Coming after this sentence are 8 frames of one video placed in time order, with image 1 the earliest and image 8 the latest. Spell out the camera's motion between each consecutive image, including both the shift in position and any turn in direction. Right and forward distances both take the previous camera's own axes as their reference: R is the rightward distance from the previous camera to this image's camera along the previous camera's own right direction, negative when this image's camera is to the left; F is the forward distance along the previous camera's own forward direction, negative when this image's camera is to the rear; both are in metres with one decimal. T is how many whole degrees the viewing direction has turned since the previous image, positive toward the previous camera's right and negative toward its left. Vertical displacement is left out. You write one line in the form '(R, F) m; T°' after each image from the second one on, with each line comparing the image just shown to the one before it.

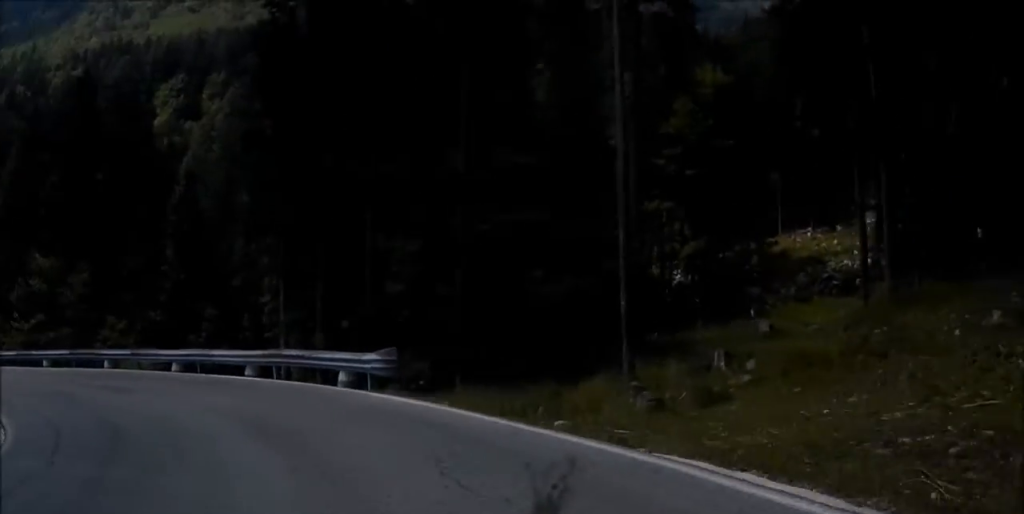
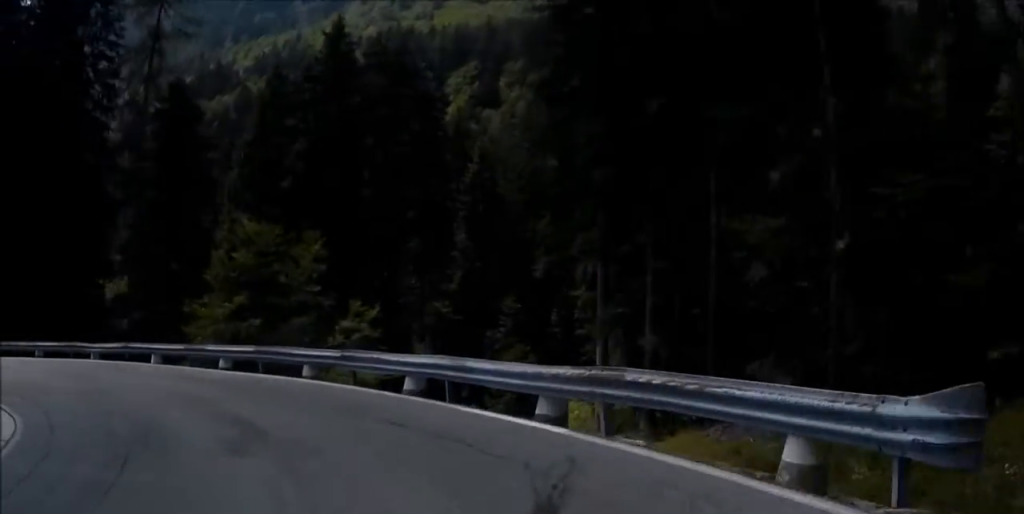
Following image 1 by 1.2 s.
(-2.6, +9.1) m; -25°
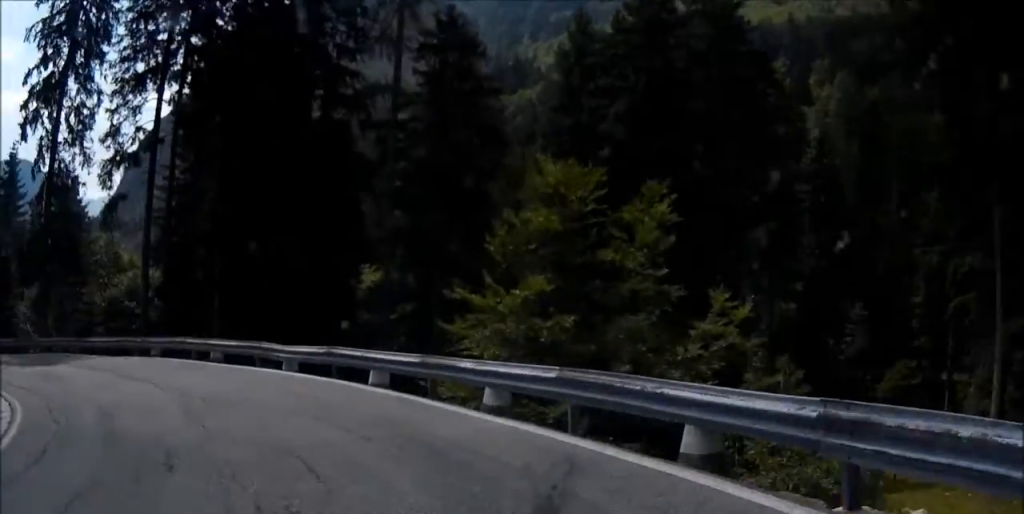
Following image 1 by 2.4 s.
(-2.1, +8.6) m; -25°
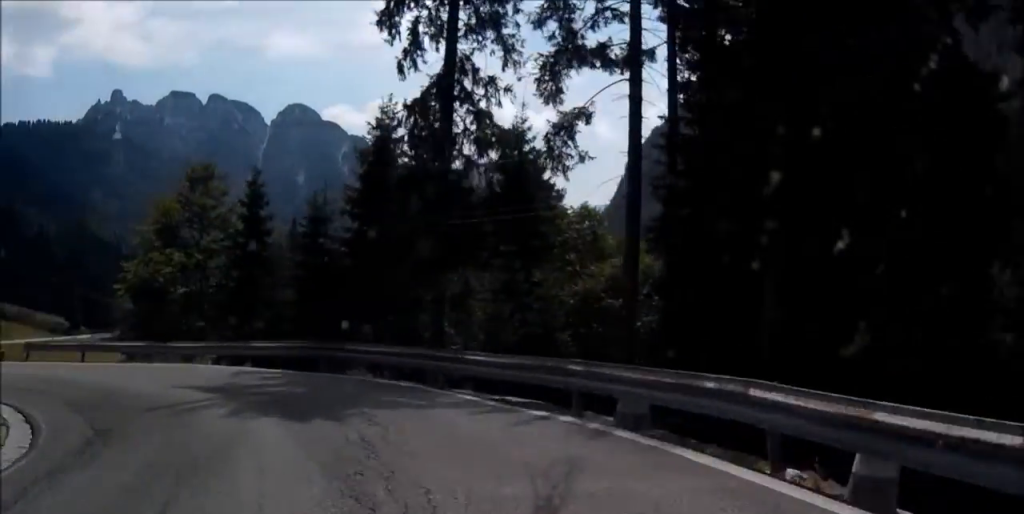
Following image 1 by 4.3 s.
(-4.5, +13.2) m; -39°
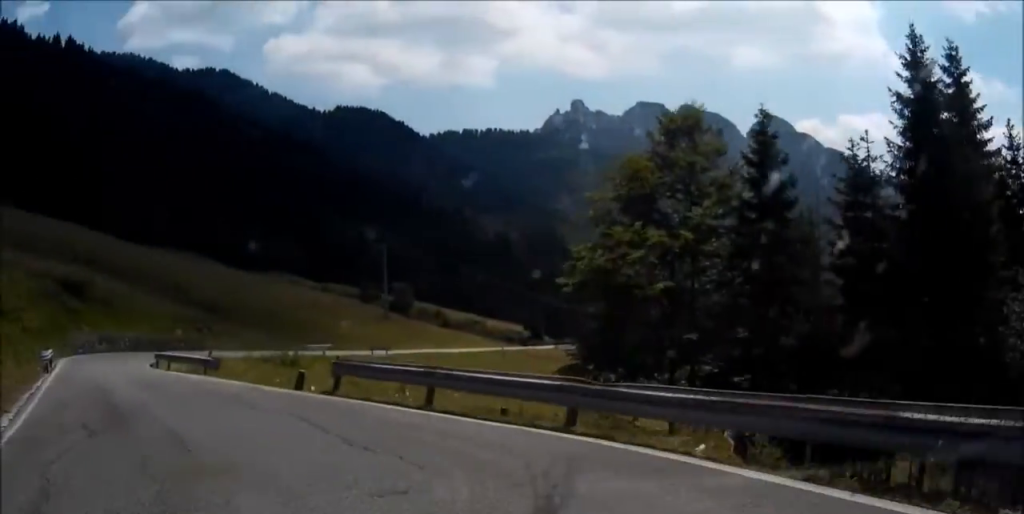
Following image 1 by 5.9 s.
(-2.8, +11.4) m; -30°
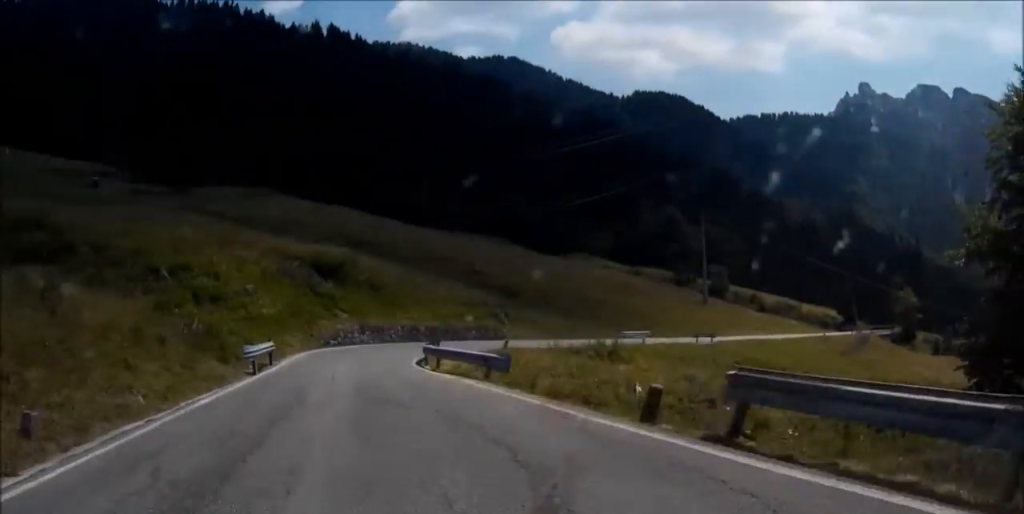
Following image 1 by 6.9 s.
(-2.2, +7.3) m; -10°
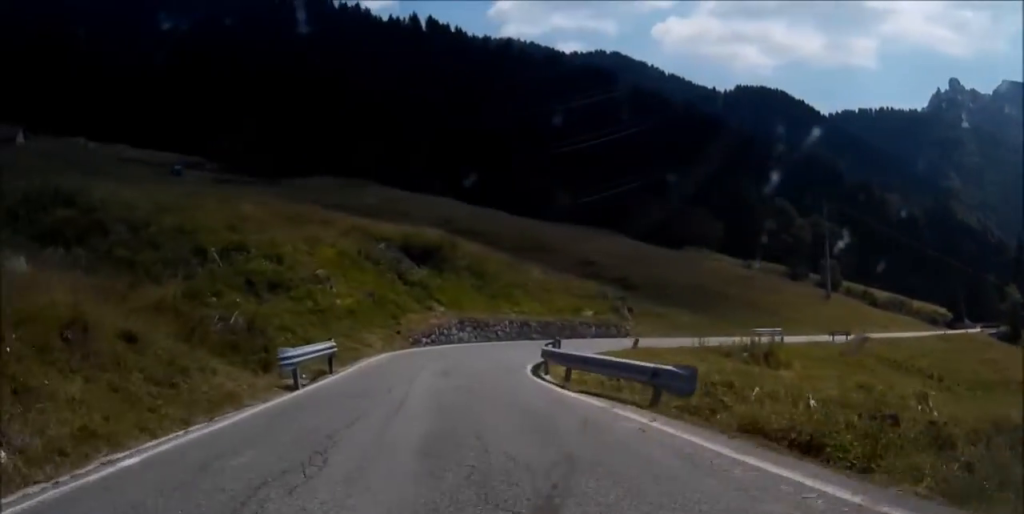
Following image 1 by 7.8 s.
(-0.8, +6.6) m; -7°
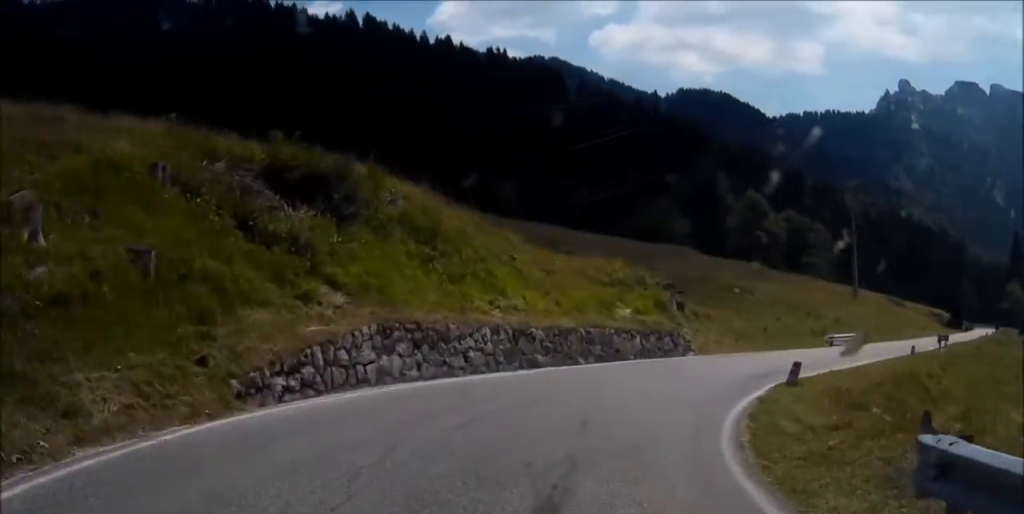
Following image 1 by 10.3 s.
(+1.4, +18.9) m; +17°
